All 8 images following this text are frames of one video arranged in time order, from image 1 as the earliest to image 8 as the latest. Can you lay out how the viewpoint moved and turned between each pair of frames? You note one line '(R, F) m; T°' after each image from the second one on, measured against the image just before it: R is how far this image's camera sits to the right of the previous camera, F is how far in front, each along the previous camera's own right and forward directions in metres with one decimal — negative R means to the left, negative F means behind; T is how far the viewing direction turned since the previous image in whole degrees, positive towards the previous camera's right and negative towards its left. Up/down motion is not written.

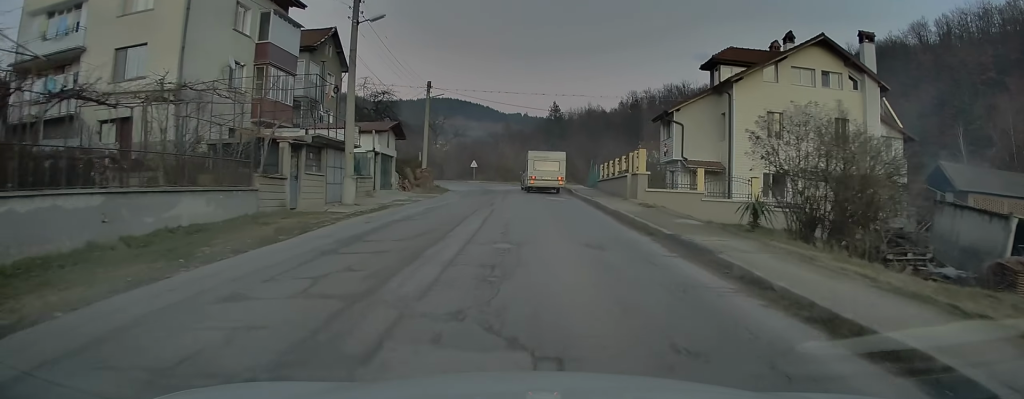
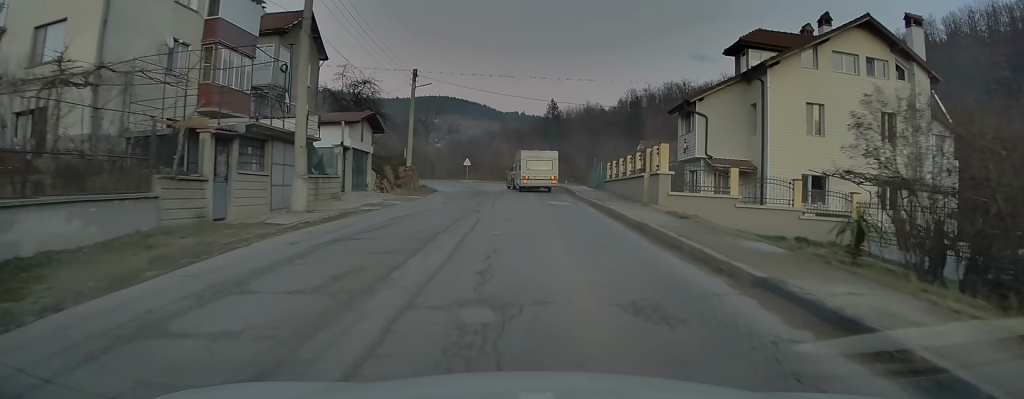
(+0.3, +5.3) m; 0°
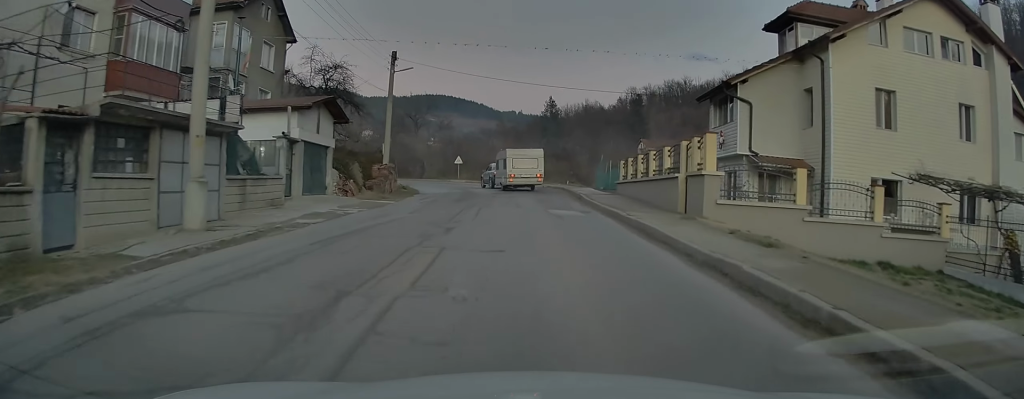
(0.0, +6.4) m; -1°
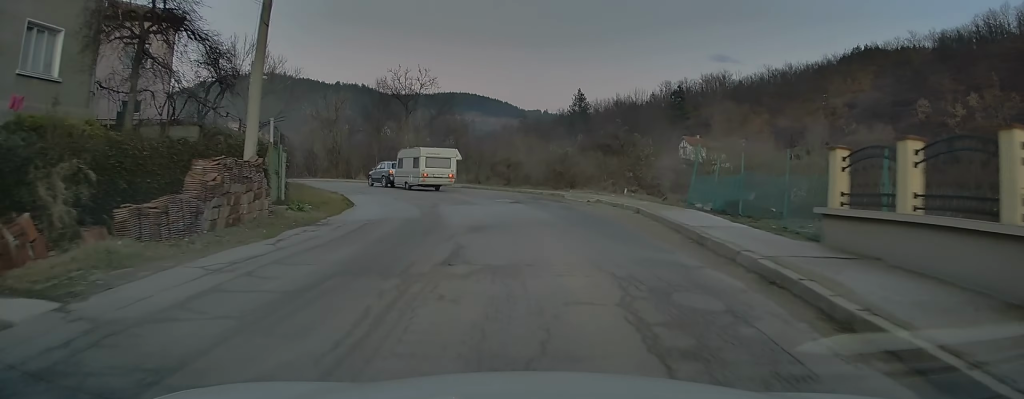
(-0.7, +20.6) m; -4°
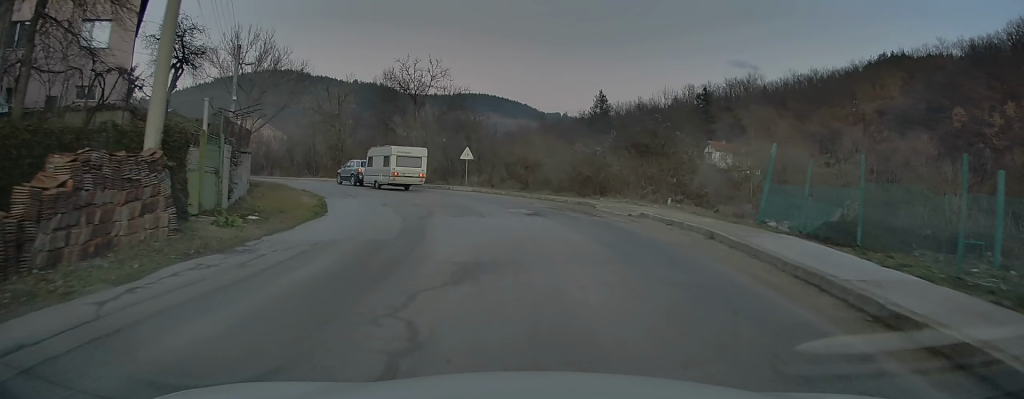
(+0.1, +5.6) m; -2°
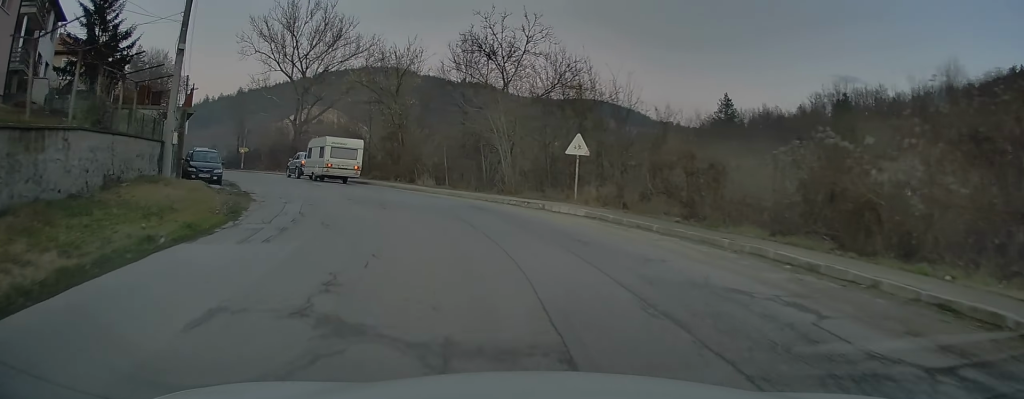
(-2.6, +17.7) m; -16°
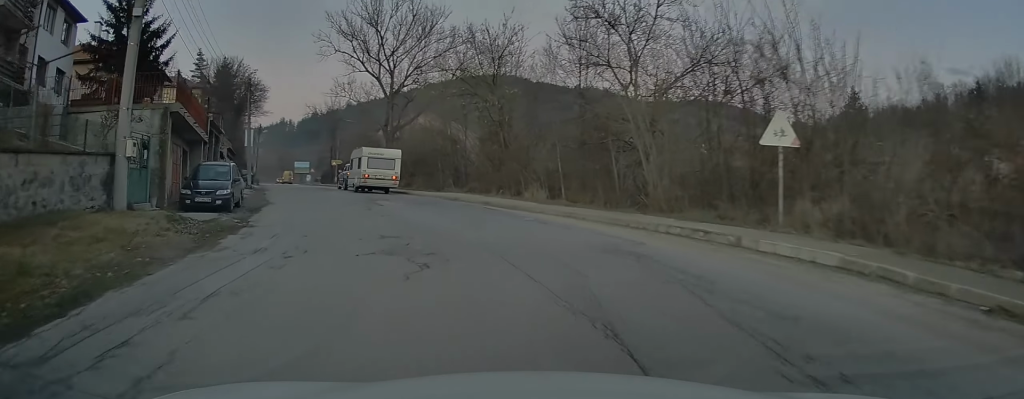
(-0.6, +9.8) m; -8°
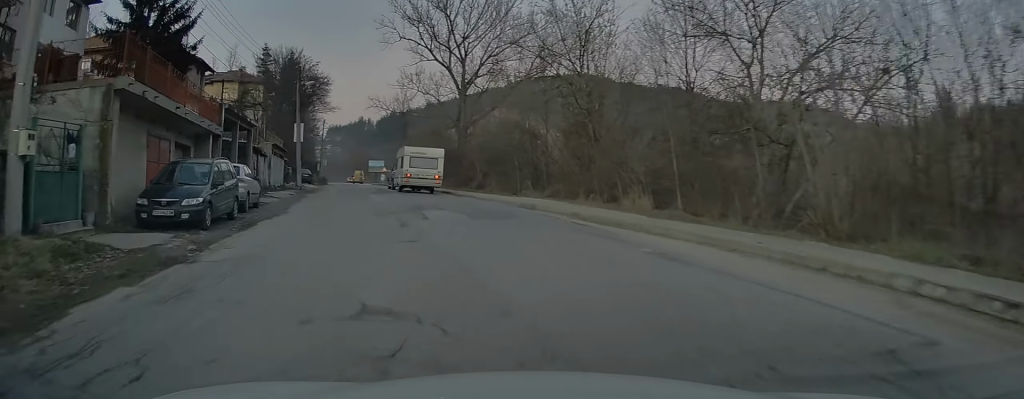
(-0.4, +6.7) m; -5°
